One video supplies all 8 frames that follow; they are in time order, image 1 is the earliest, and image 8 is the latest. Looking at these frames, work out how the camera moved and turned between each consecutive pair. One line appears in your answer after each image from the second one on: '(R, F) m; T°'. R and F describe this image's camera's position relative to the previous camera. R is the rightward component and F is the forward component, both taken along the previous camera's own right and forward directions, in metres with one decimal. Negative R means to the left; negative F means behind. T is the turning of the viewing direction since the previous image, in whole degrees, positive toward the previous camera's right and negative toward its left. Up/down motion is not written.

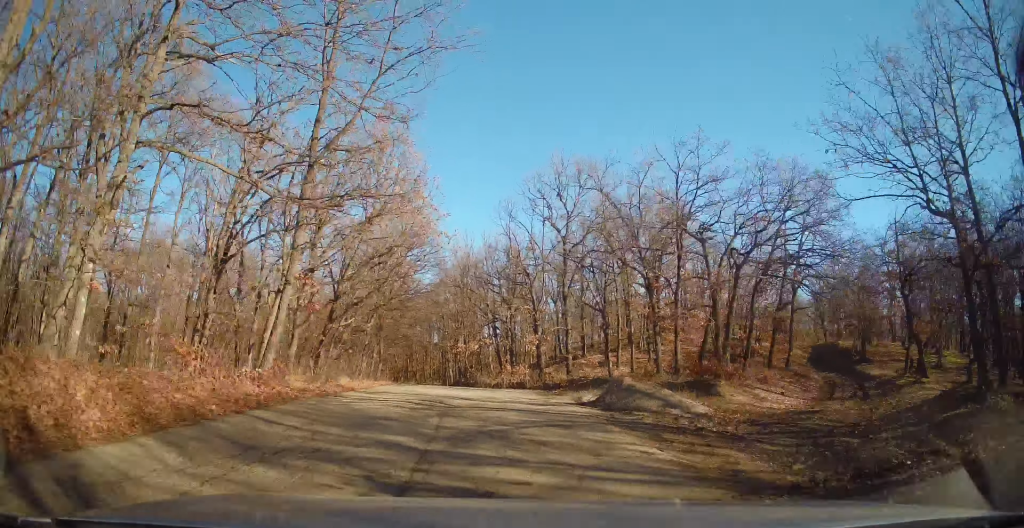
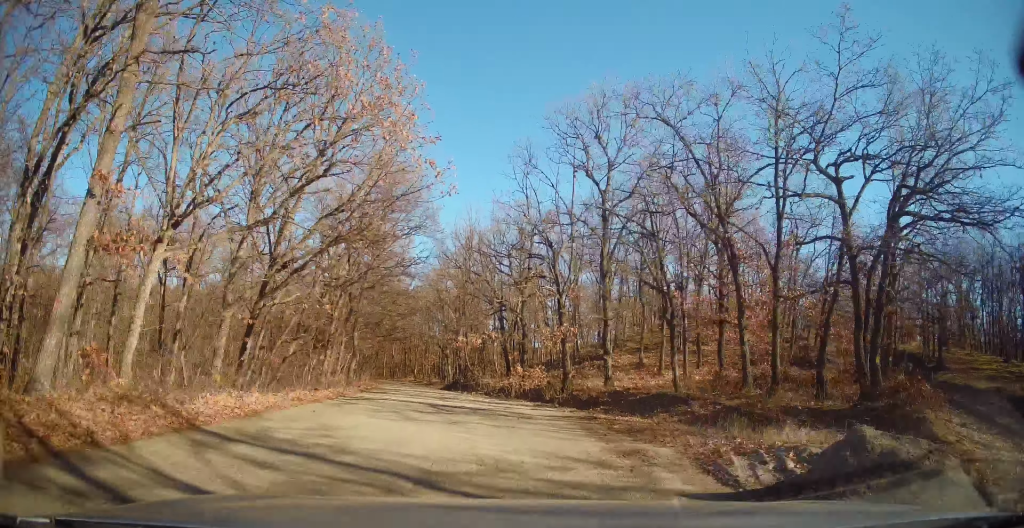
(-0.1, +8.6) m; -1°
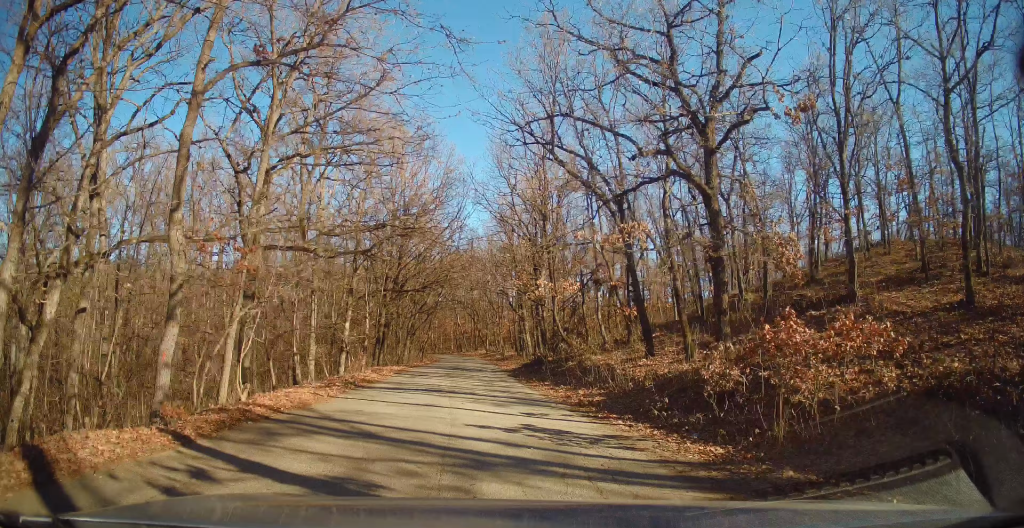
(-1.0, +23.6) m; -7°
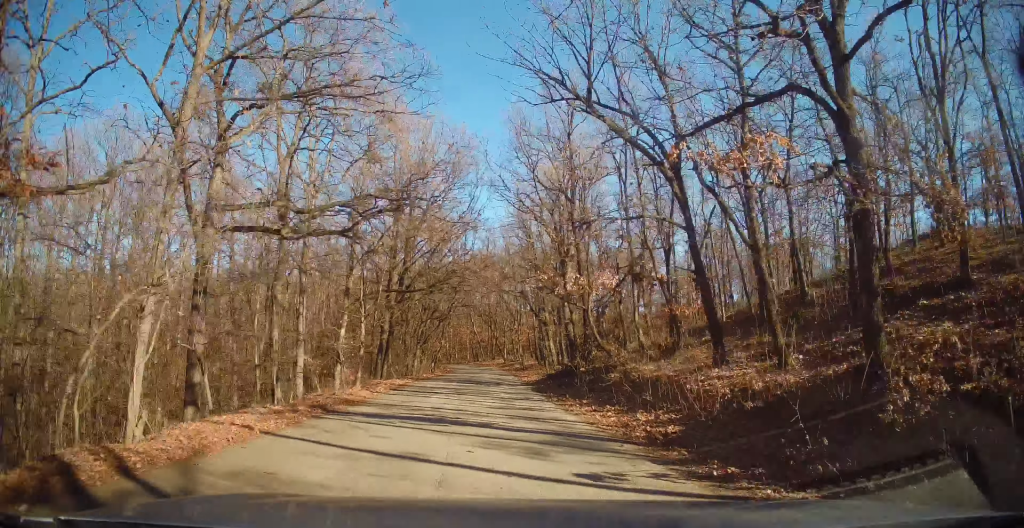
(-0.1, +4.7) m; -2°
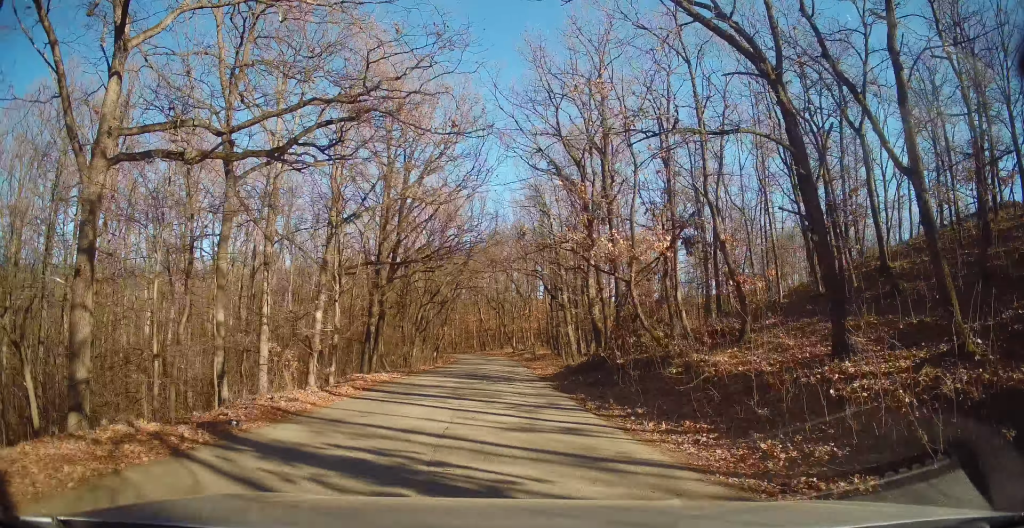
(-0.1, +5.2) m; -1°
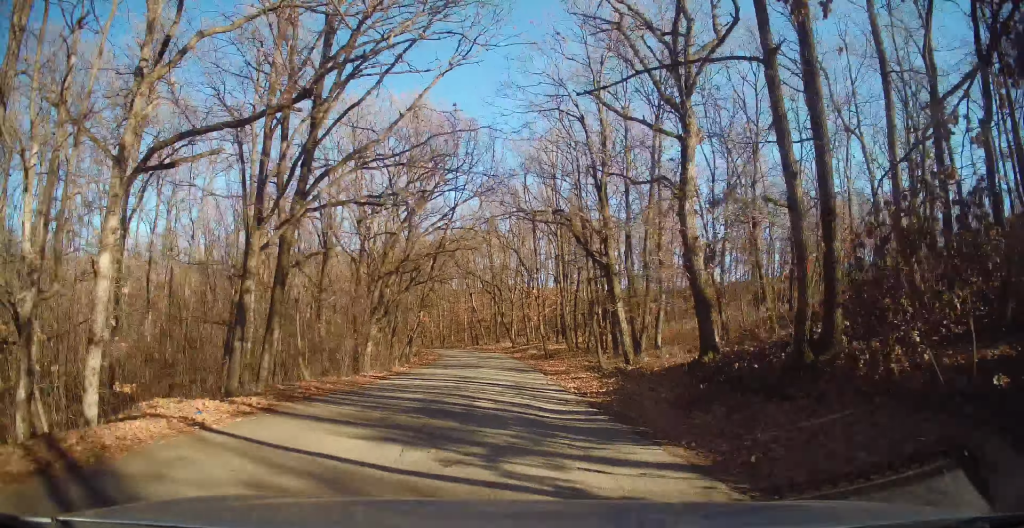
(0.0, +13.7) m; -2°
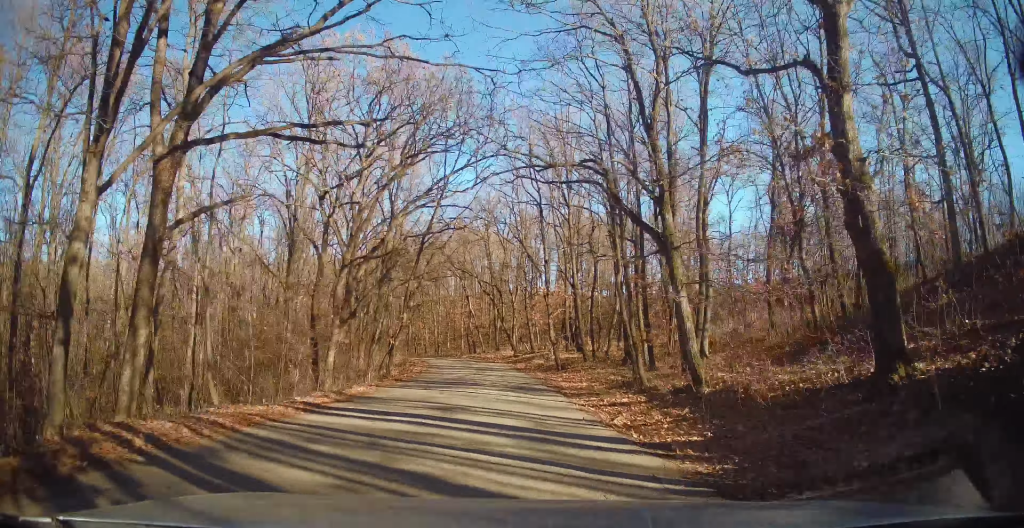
(-0.2, +6.4) m; 0°
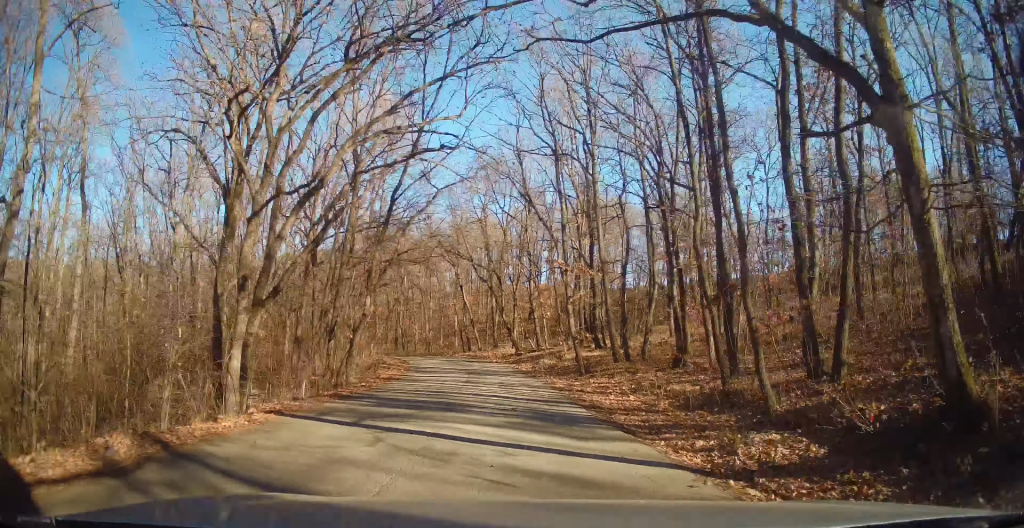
(-0.1, +7.9) m; 0°
